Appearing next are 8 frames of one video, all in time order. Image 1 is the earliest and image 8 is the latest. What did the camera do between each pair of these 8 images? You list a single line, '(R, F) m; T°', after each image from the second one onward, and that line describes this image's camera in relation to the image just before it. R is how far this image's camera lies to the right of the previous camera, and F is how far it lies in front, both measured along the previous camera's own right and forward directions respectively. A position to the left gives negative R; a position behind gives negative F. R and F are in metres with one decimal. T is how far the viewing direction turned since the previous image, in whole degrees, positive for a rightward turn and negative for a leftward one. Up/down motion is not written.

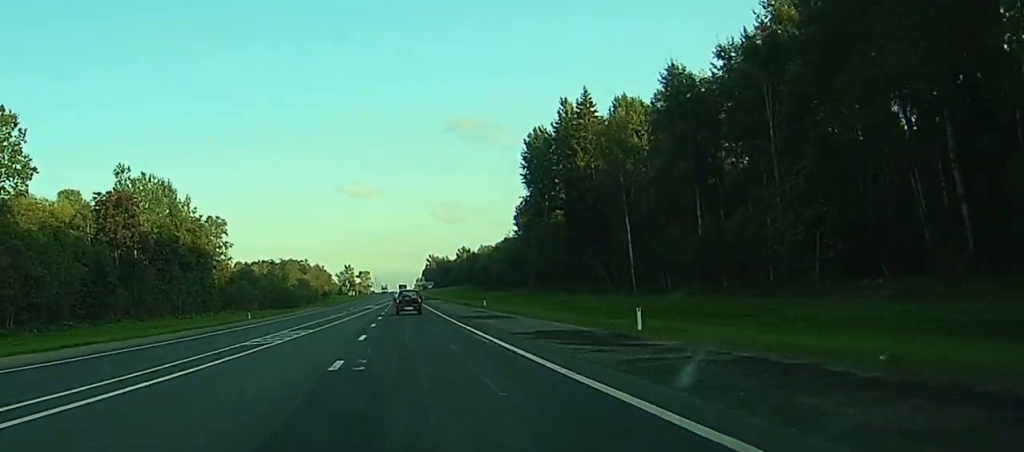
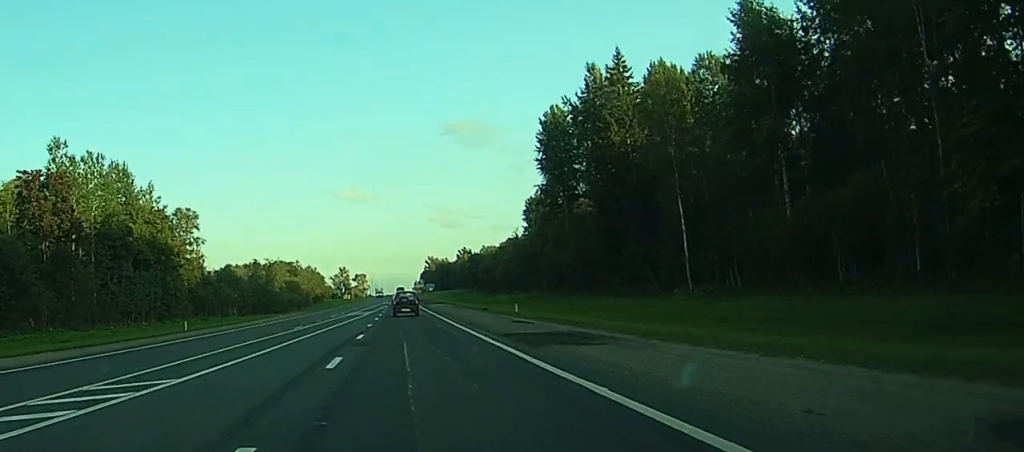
(0.0, +22.8) m; 0°
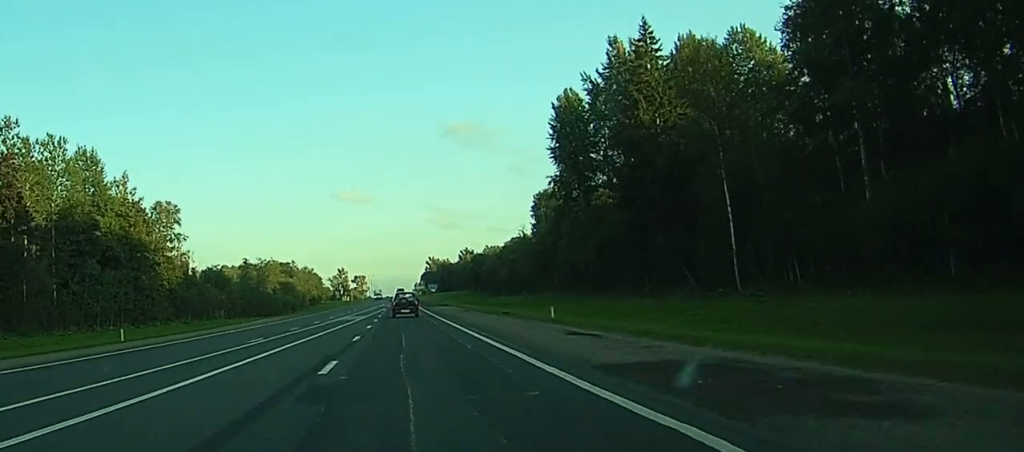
(0.0, +13.1) m; 0°
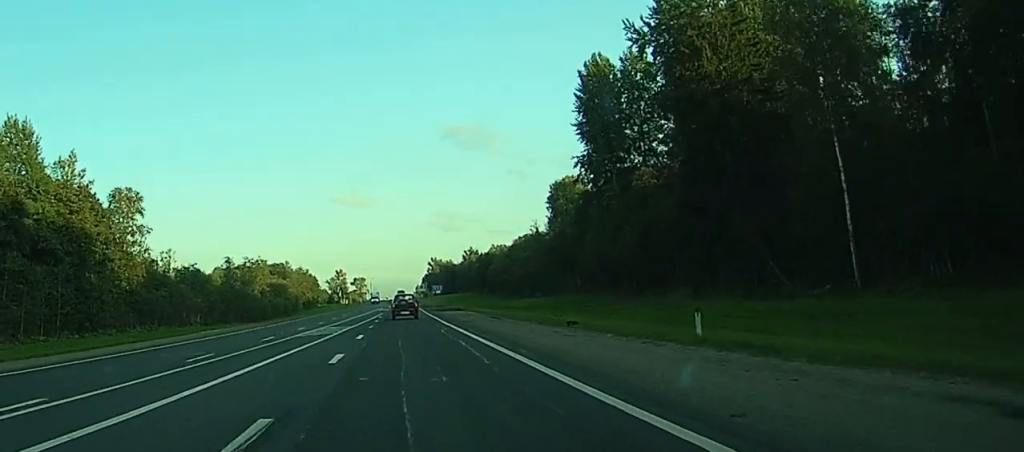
(0.0, +20.9) m; 0°
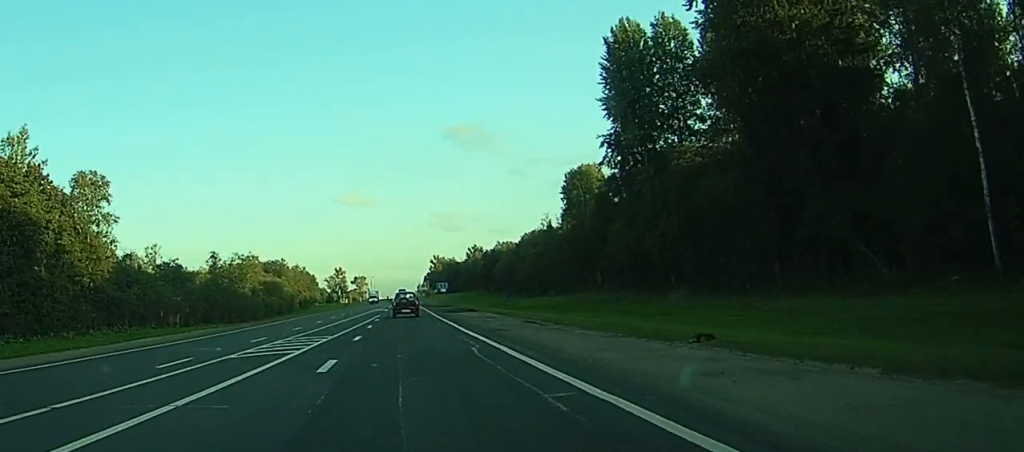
(0.0, +14.7) m; 0°
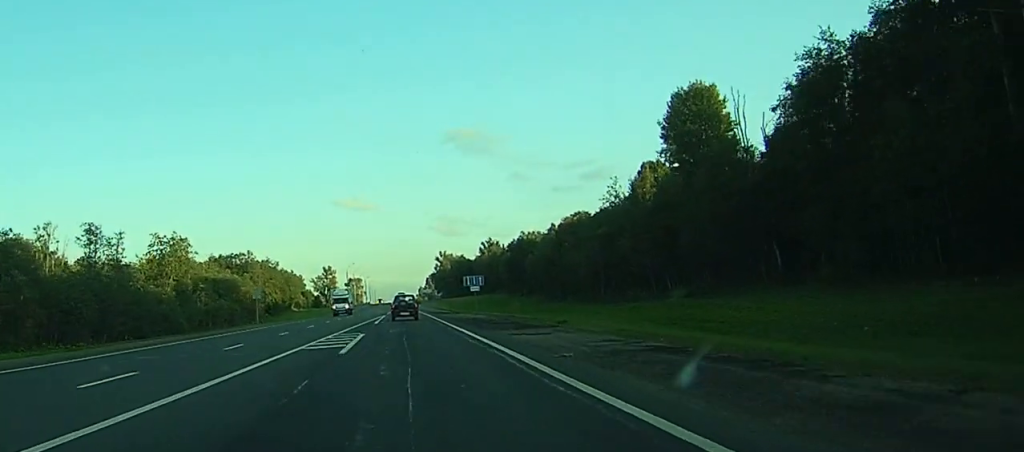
(+0.9, +64.3) m; 0°
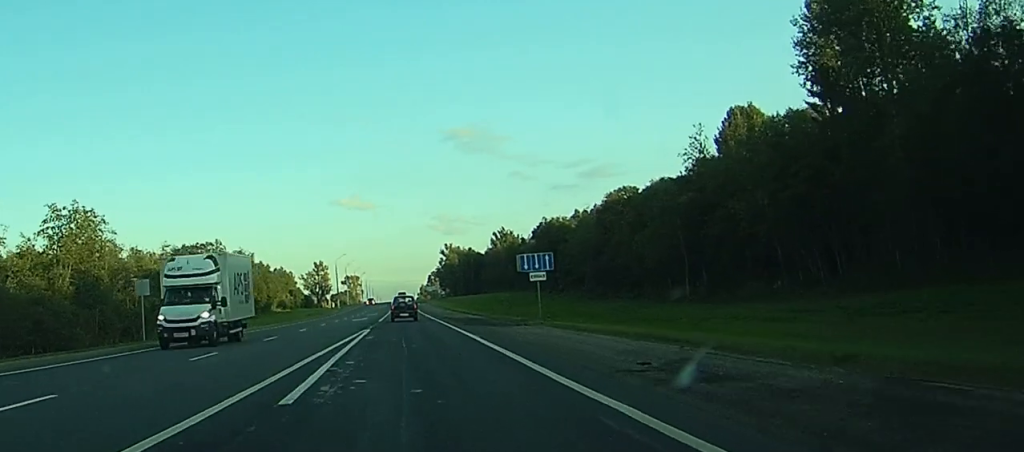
(-0.2, +39.6) m; +1°
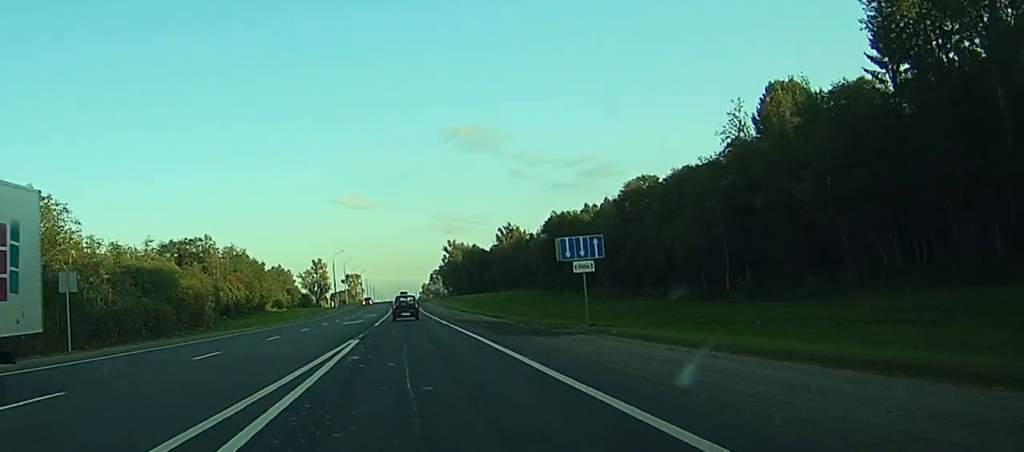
(0.0, +11.6) m; 0°
